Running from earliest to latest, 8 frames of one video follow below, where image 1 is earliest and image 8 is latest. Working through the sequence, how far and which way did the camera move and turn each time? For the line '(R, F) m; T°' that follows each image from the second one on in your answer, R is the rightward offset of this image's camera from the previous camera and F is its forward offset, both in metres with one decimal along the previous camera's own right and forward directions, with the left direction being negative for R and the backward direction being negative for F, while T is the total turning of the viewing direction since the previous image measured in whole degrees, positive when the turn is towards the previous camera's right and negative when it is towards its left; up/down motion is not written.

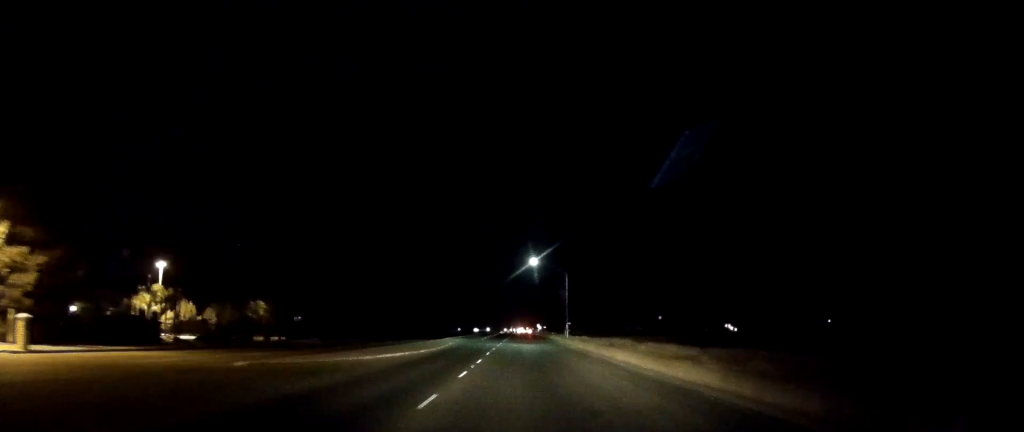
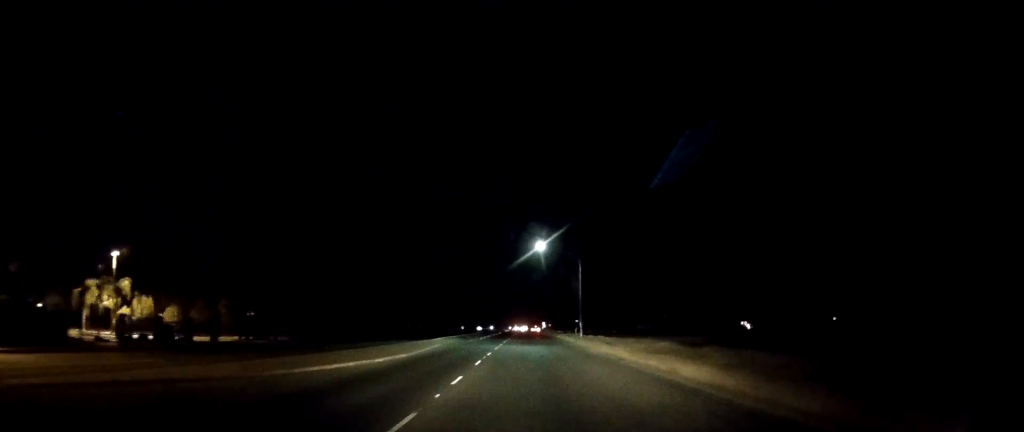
(0.0, +9.6) m; 0°
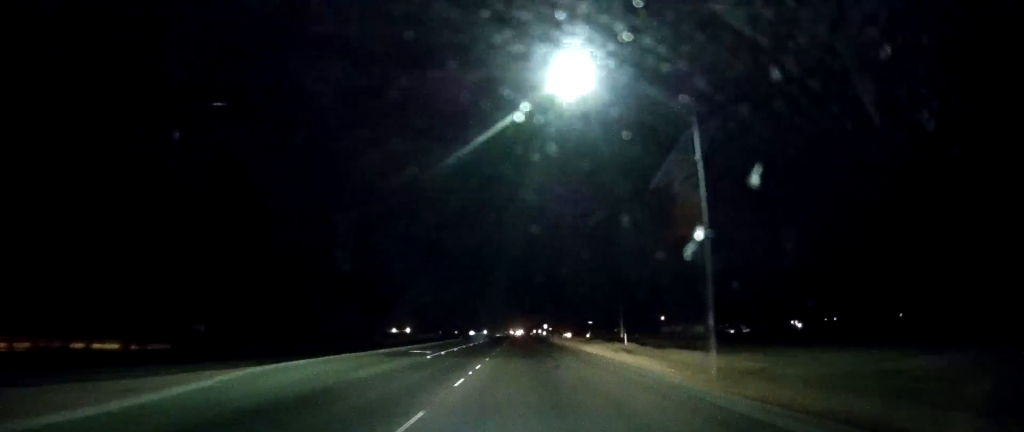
(0.0, +37.1) m; 0°
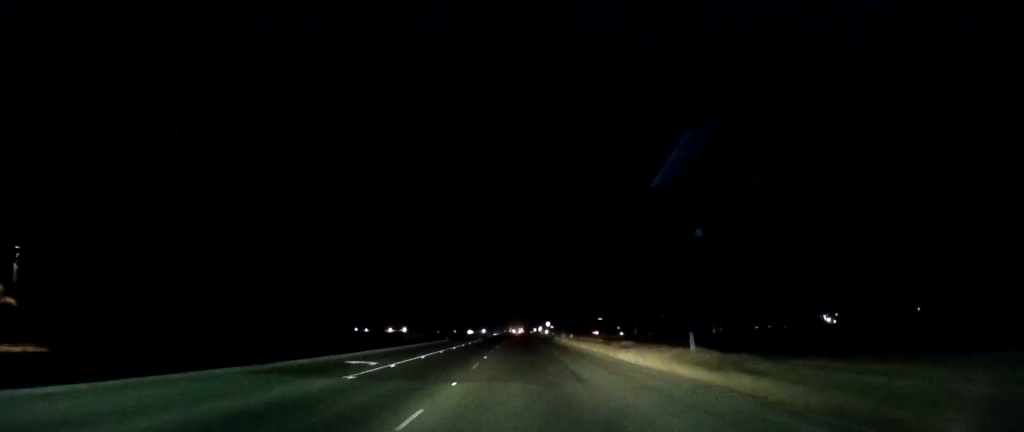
(0.0, +16.5) m; 0°
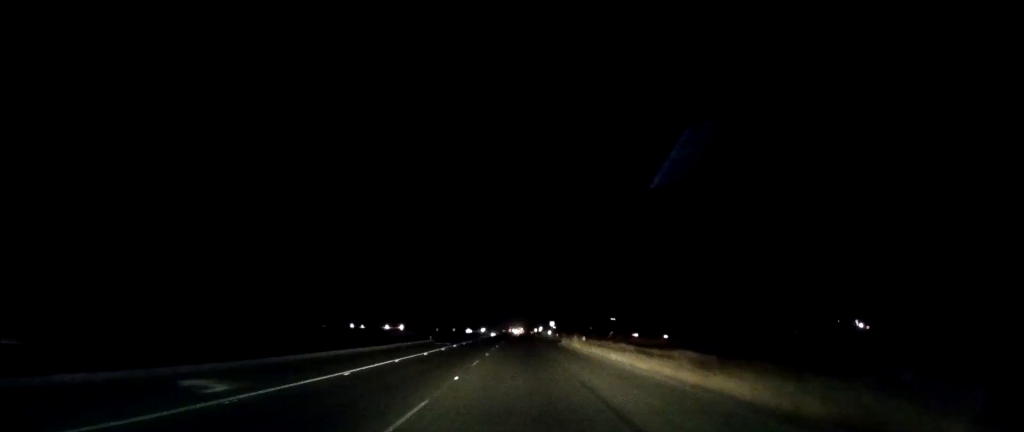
(0.0, +14.1) m; 0°
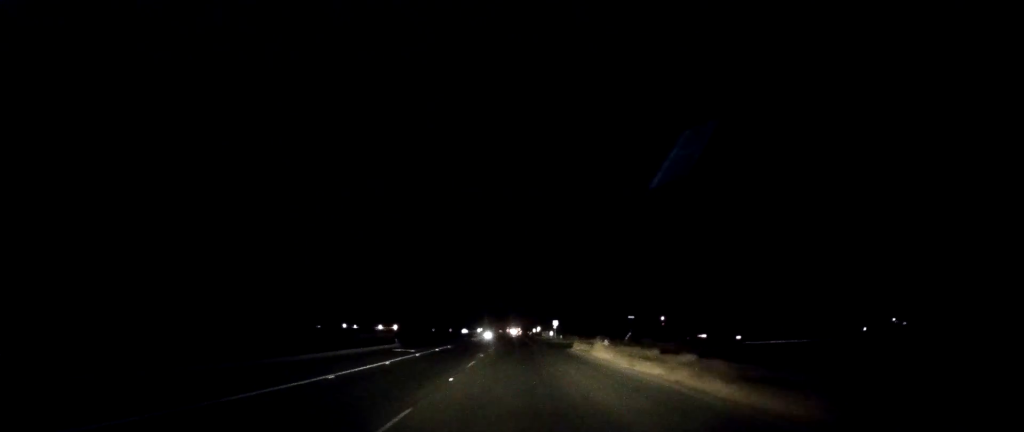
(0.0, +15.9) m; 0°
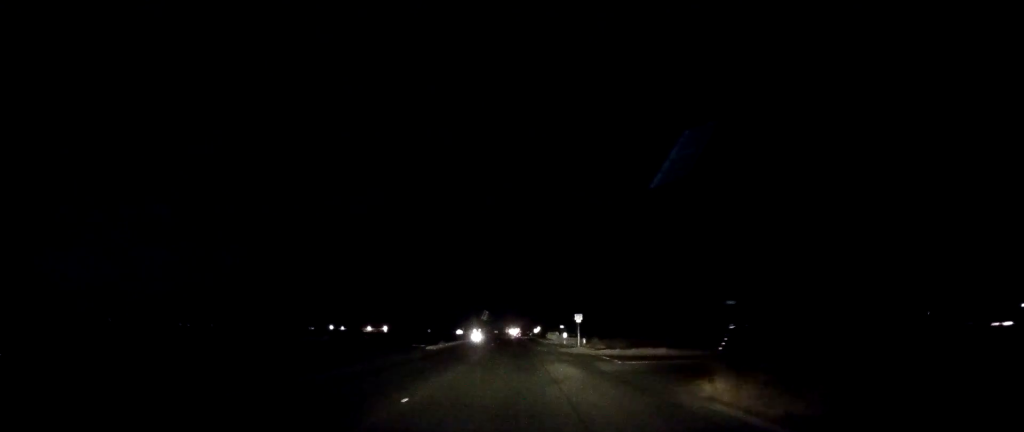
(+0.6, +30.4) m; +2°
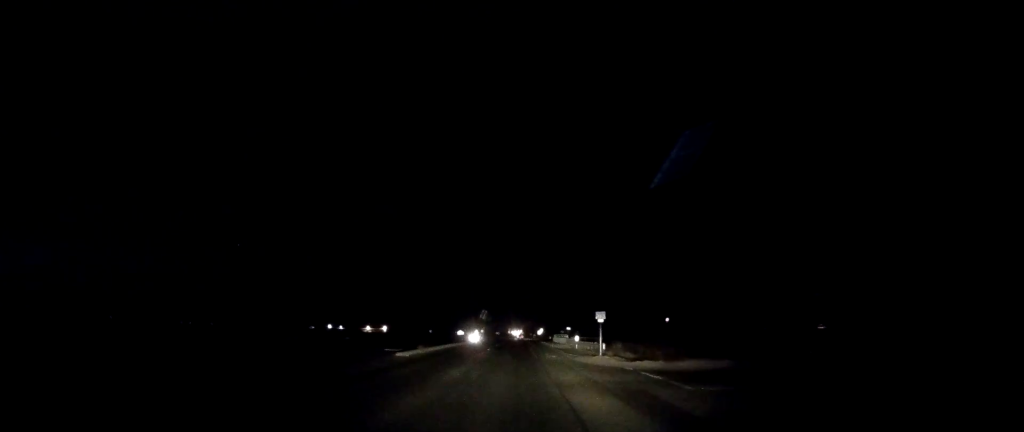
(+0.2, +9.5) m; -1°
